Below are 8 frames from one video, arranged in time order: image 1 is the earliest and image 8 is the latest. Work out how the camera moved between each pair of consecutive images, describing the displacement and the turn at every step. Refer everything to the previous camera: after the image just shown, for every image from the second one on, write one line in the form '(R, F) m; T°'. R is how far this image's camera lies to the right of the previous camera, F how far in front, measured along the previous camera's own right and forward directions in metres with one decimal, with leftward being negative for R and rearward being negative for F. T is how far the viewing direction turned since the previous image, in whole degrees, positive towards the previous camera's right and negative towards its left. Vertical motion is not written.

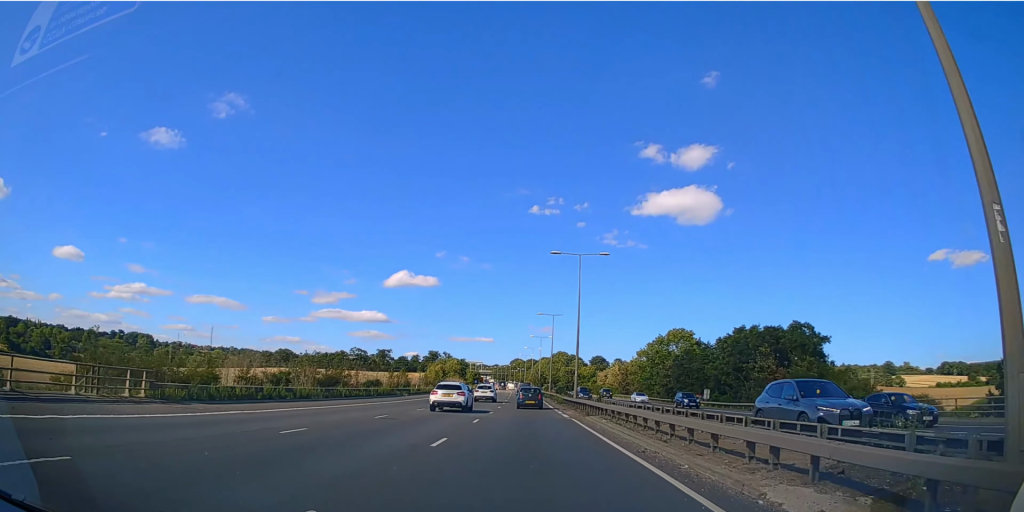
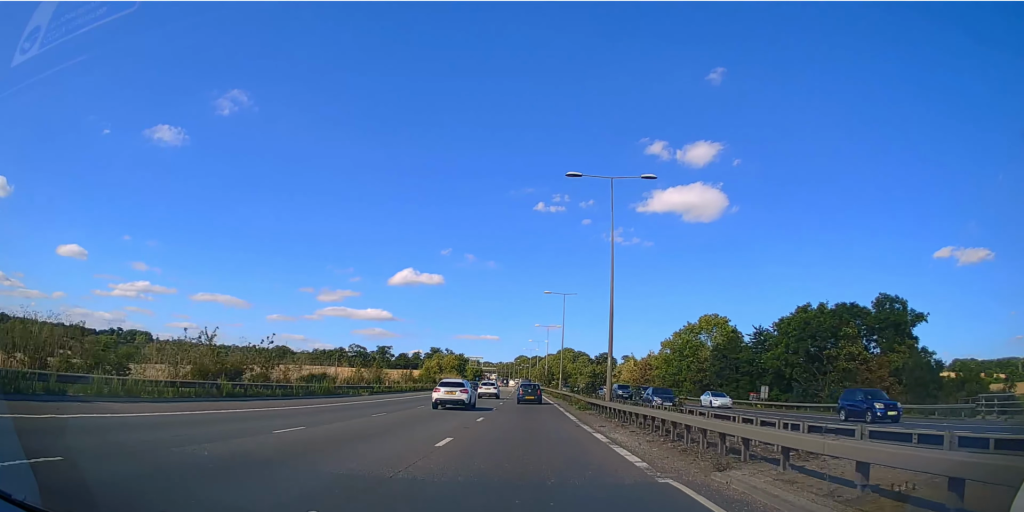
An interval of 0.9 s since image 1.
(0.0, +16.8) m; 0°
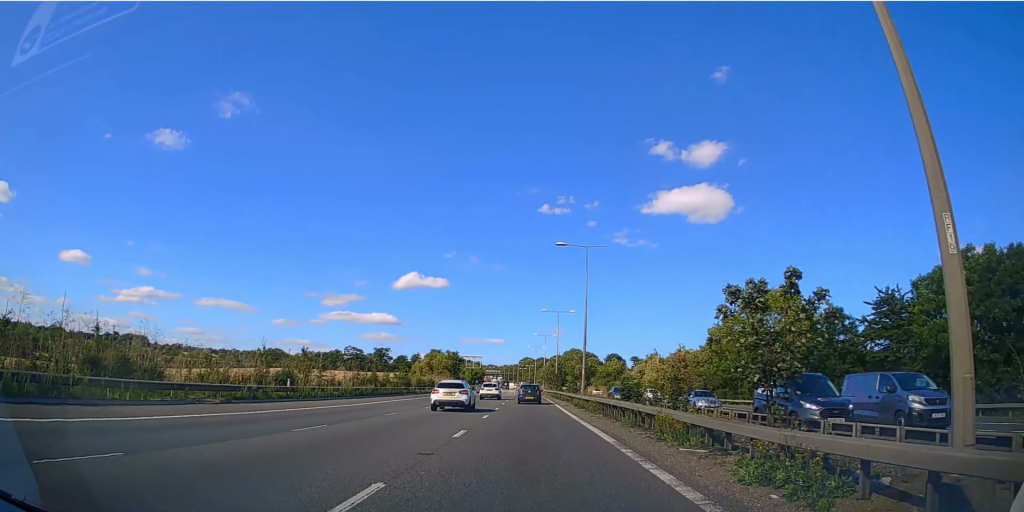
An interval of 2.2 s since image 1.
(-0.3, +24.5) m; -1°
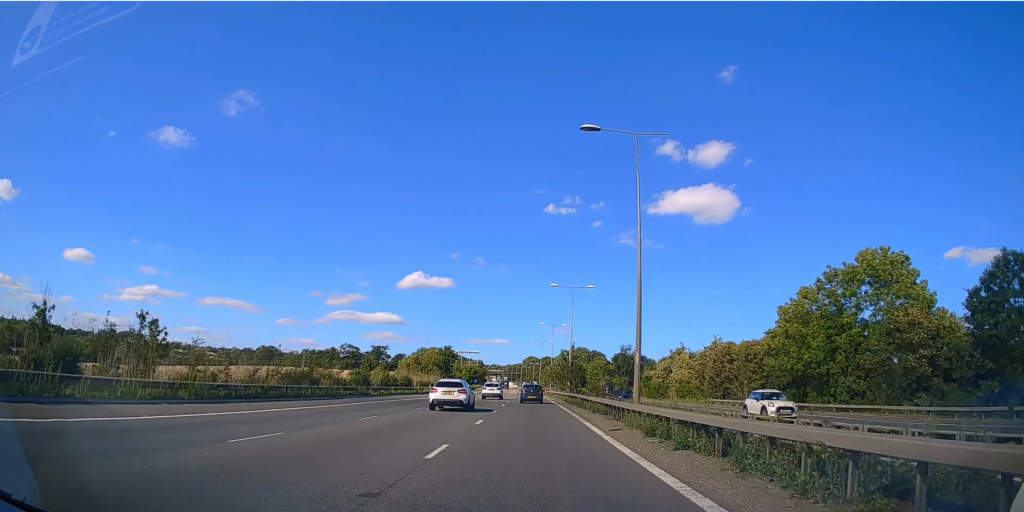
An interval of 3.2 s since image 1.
(-0.2, +21.5) m; 0°
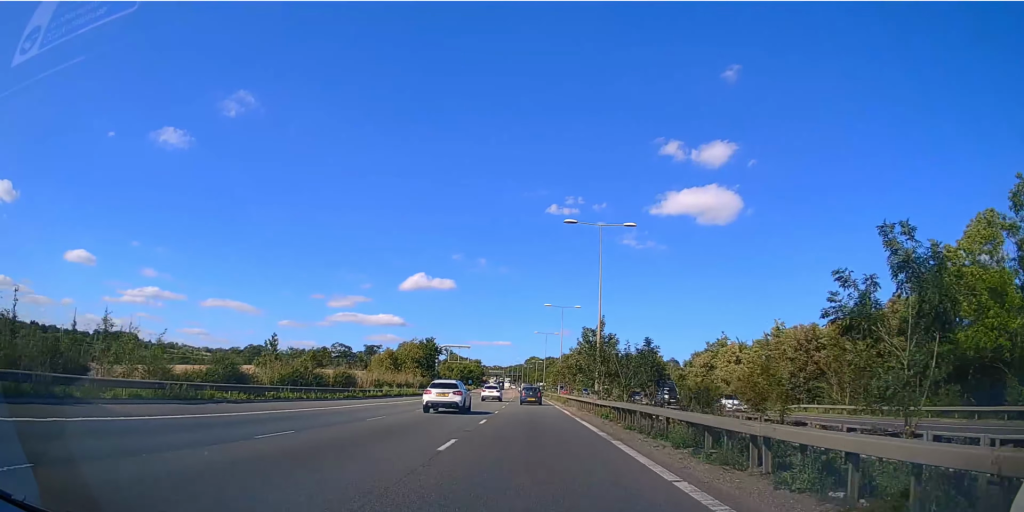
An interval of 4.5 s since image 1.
(0.0, +25.7) m; 0°
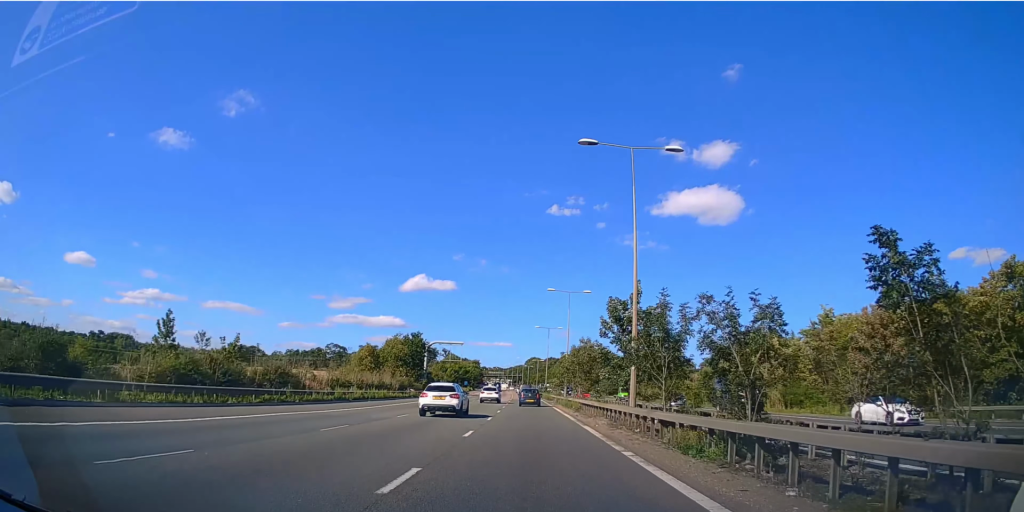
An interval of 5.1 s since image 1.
(0.0, +12.7) m; 0°
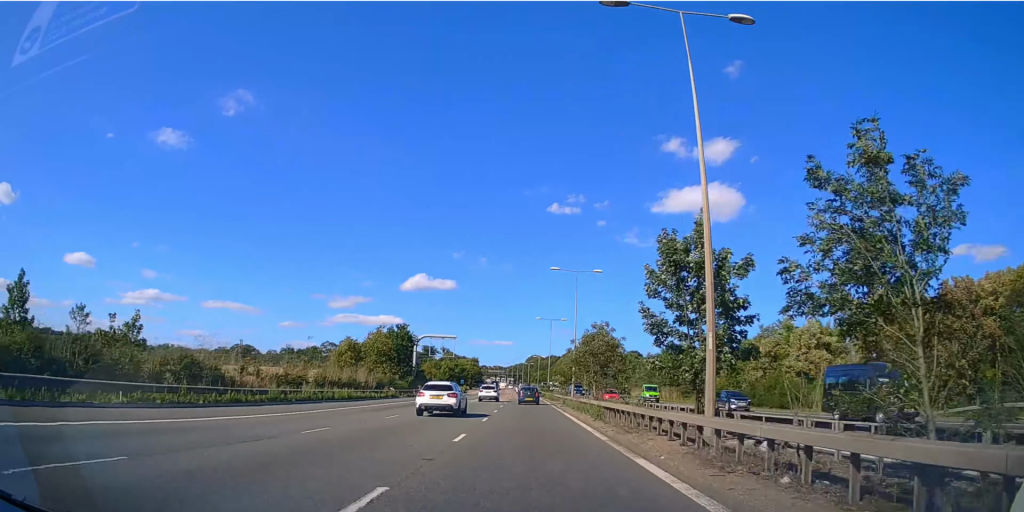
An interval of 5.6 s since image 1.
(0.0, +10.7) m; 0°
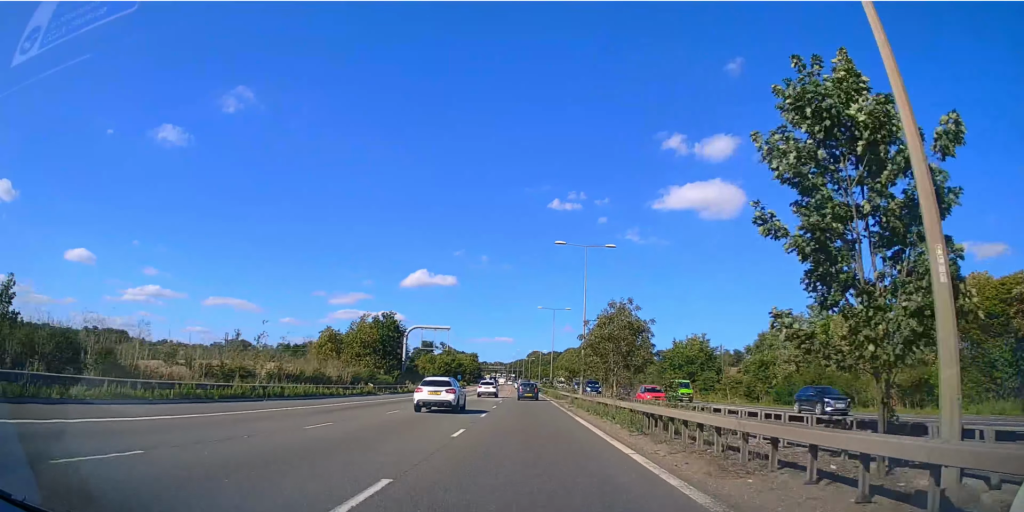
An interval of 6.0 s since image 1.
(0.0, +8.6) m; 0°
